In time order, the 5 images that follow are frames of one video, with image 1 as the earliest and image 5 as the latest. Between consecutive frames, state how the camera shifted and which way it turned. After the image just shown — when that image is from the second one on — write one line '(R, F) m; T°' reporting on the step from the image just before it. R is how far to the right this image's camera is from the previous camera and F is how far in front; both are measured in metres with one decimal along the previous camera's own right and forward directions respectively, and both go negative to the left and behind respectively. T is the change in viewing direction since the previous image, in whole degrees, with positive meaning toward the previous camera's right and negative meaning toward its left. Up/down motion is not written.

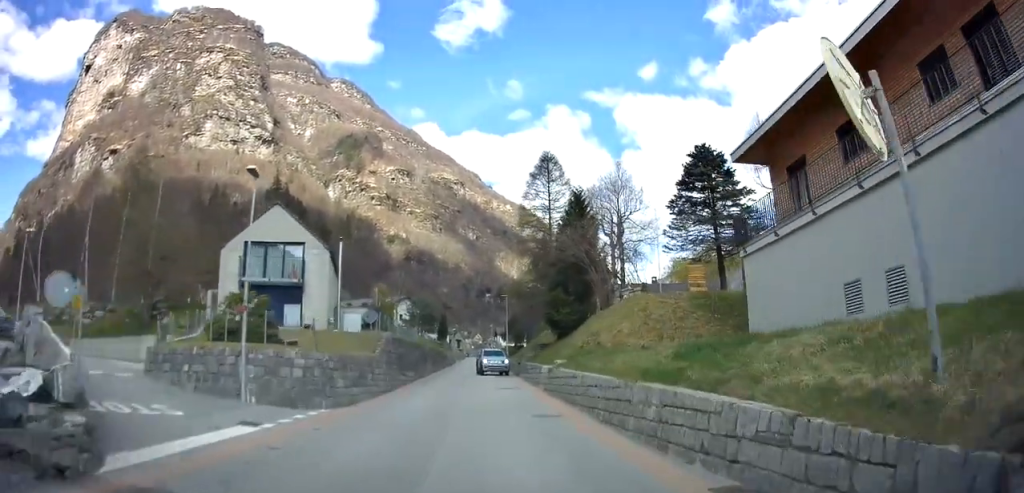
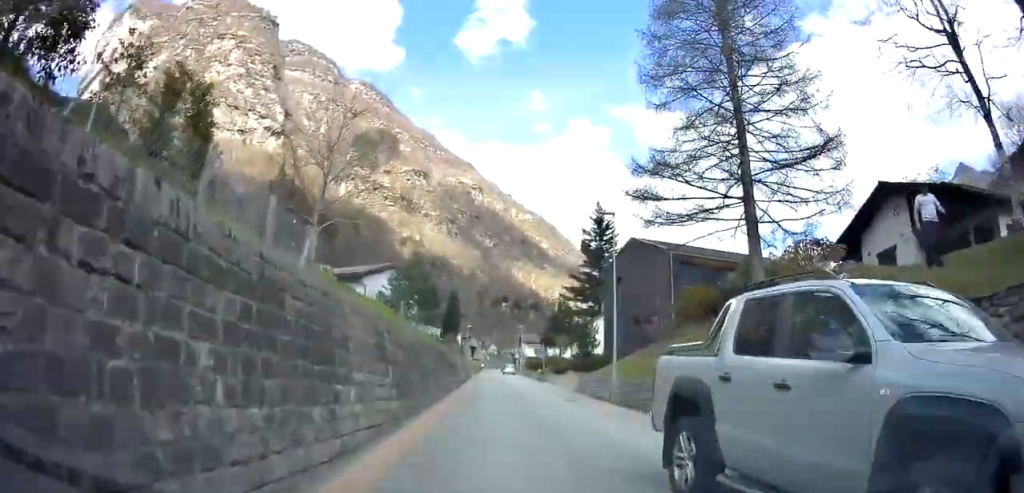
(-0.8, +38.7) m; -1°
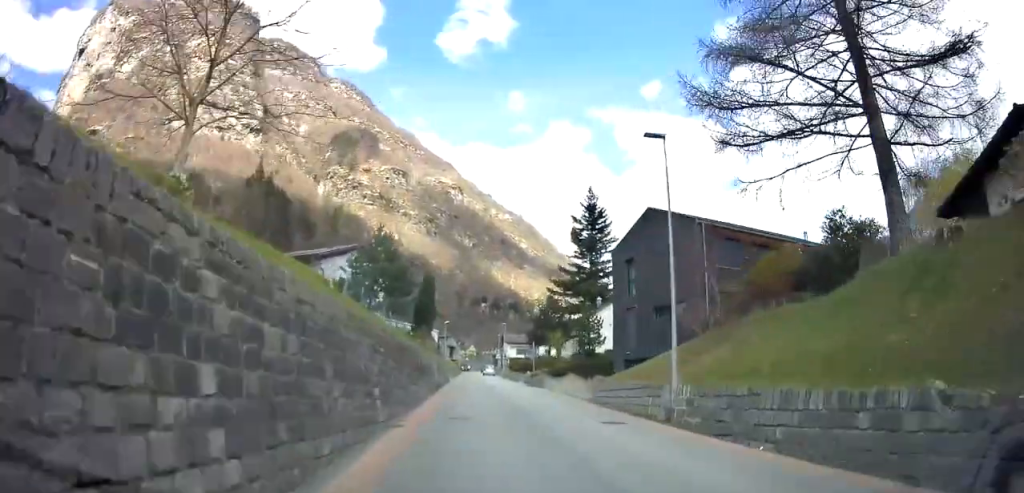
(+0.1, +8.6) m; +2°
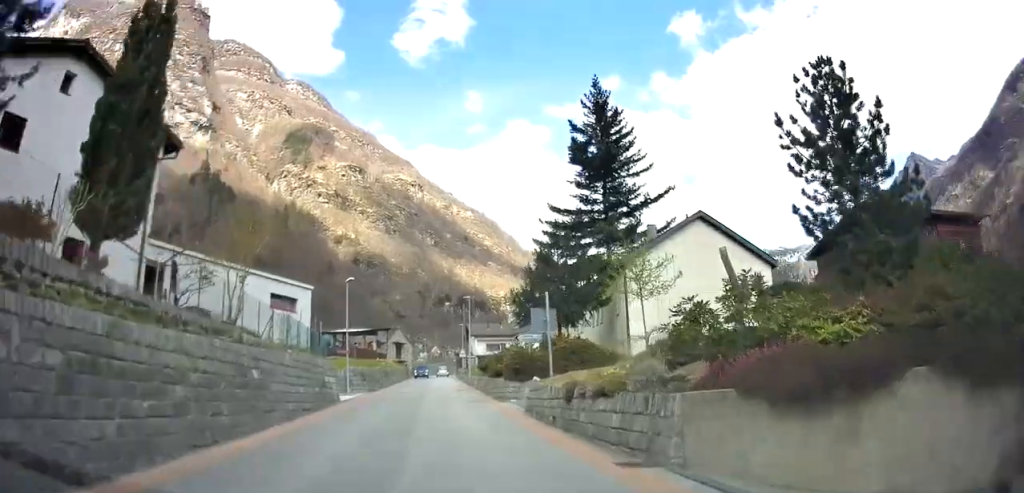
(+1.2, +31.8) m; +2°
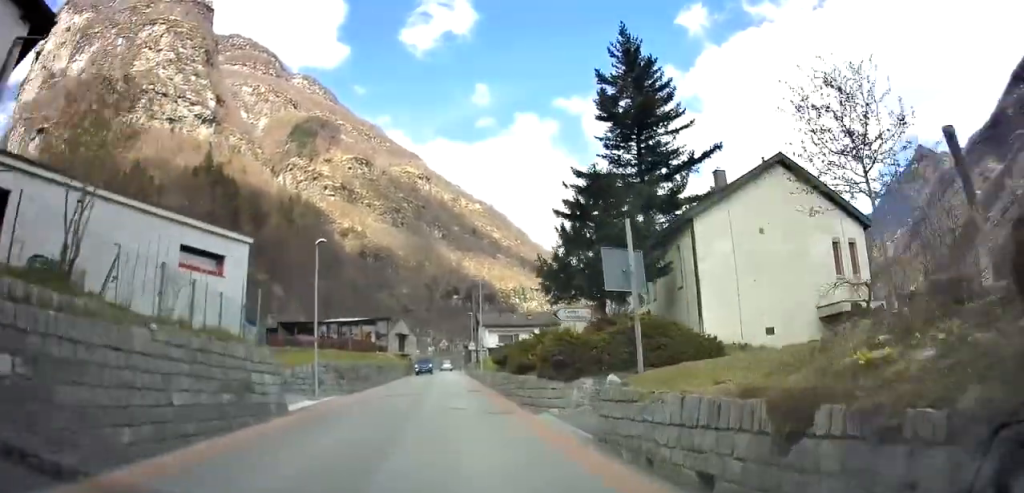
(0.0, +8.4) m; 0°
